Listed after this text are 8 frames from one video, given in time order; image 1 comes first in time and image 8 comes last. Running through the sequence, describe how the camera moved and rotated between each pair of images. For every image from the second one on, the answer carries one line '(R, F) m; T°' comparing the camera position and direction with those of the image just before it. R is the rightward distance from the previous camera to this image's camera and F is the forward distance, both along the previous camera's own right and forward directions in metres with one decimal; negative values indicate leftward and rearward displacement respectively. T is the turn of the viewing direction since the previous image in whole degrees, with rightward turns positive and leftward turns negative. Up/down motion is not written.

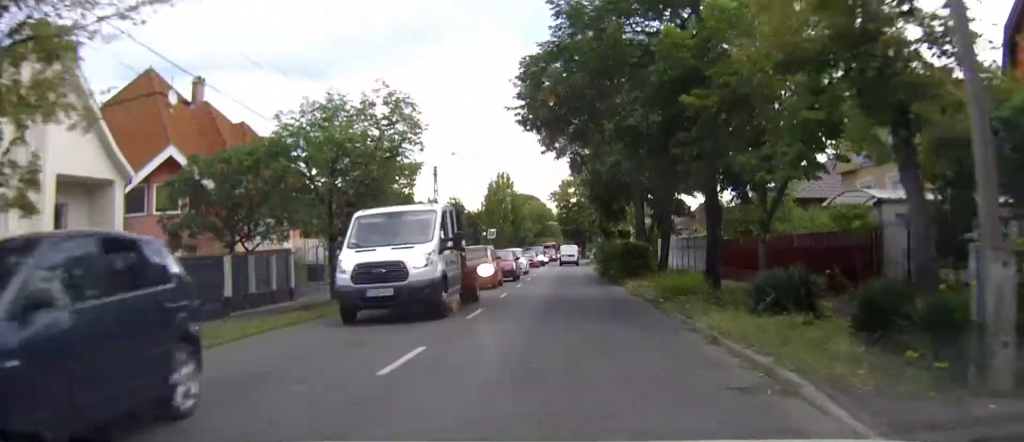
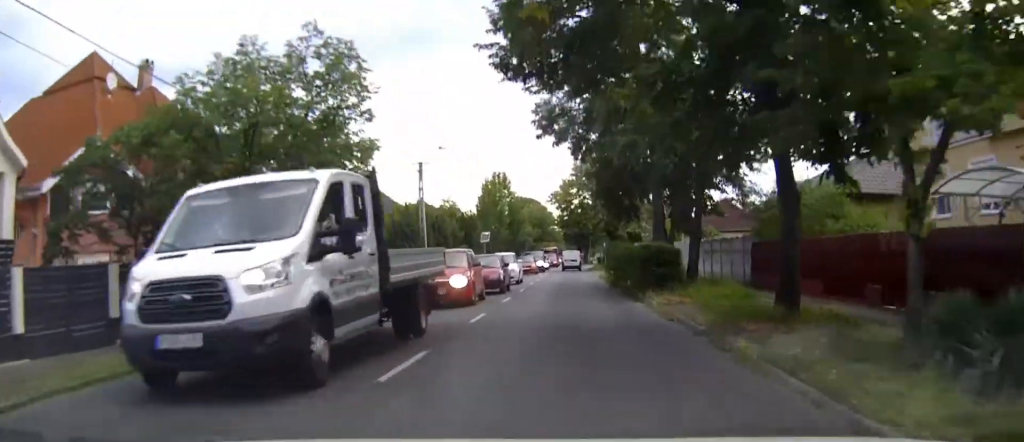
(0.0, +6.1) m; 0°
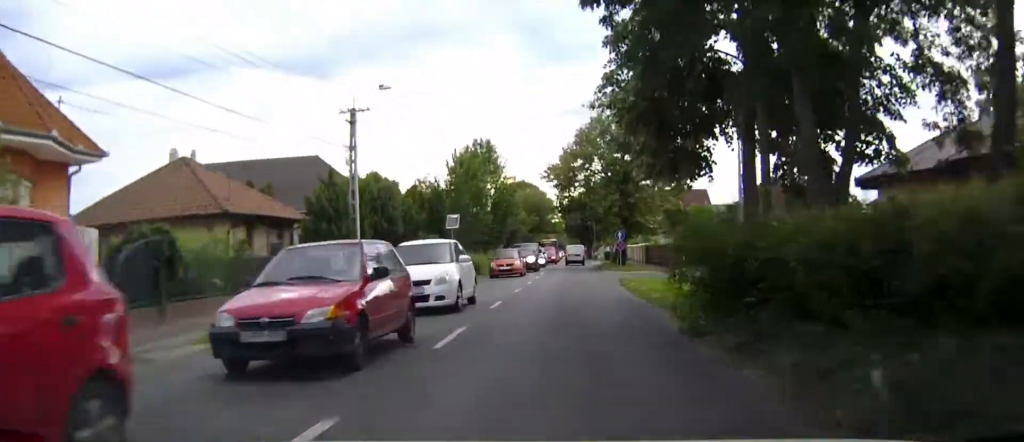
(-0.2, +16.0) m; 0°
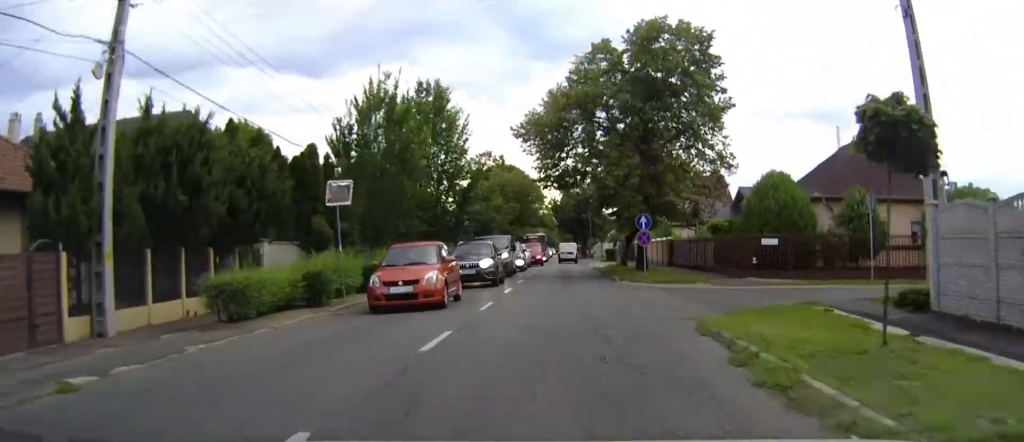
(+0.2, +18.8) m; +1°
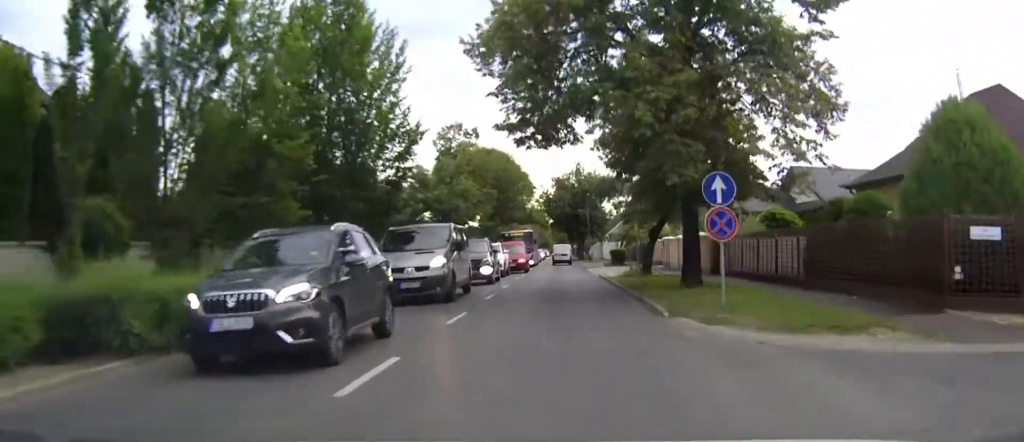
(0.0, +14.3) m; 0°
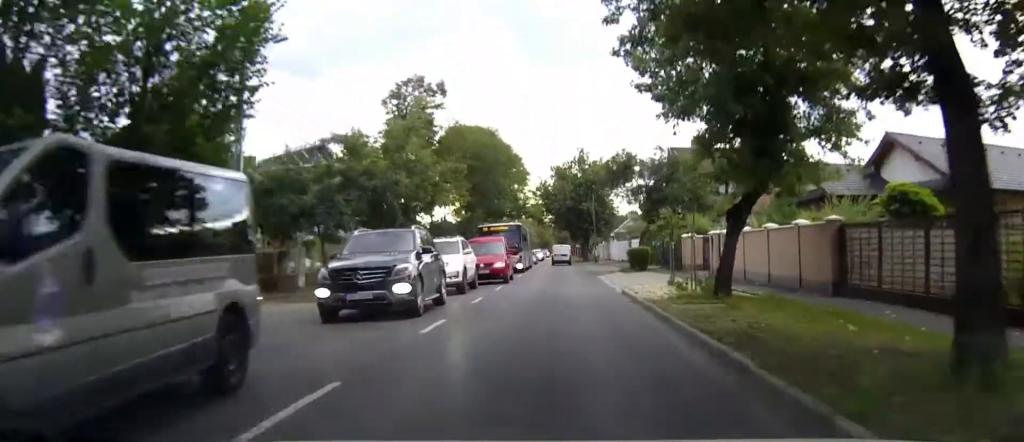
(0.0, +13.8) m; 0°
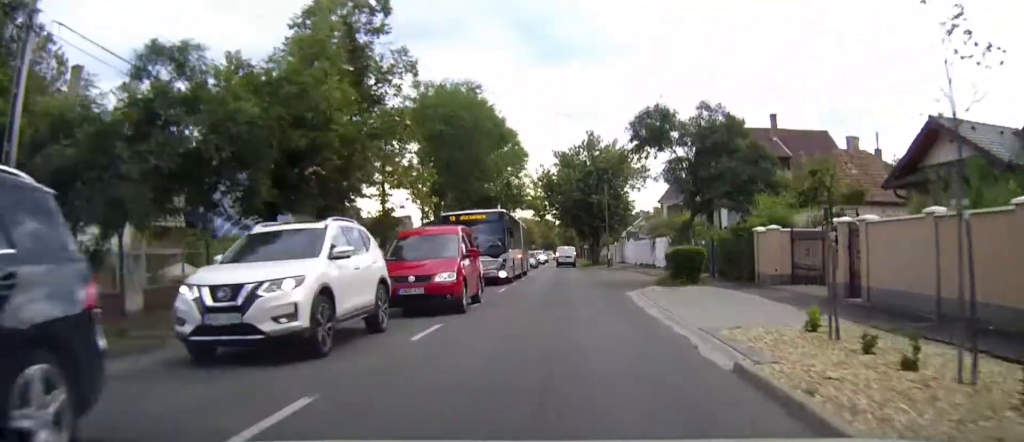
(+0.1, +13.0) m; 0°
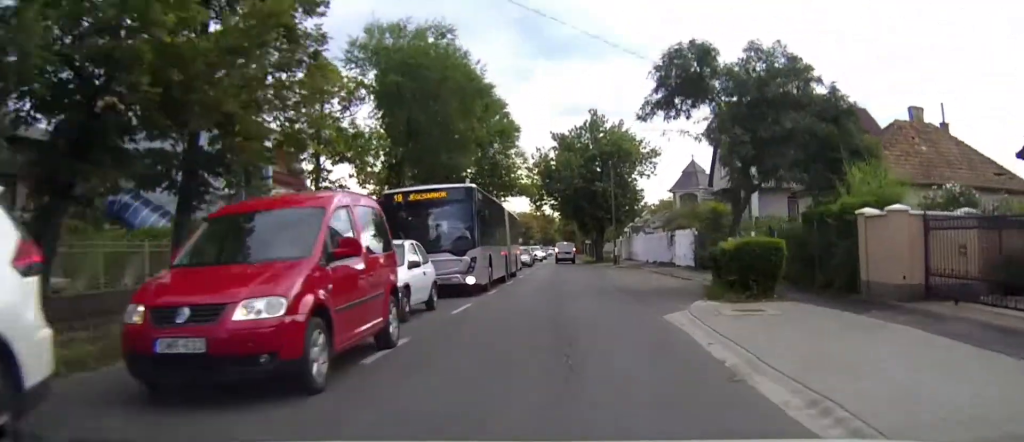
(-0.1, +8.2) m; 0°
